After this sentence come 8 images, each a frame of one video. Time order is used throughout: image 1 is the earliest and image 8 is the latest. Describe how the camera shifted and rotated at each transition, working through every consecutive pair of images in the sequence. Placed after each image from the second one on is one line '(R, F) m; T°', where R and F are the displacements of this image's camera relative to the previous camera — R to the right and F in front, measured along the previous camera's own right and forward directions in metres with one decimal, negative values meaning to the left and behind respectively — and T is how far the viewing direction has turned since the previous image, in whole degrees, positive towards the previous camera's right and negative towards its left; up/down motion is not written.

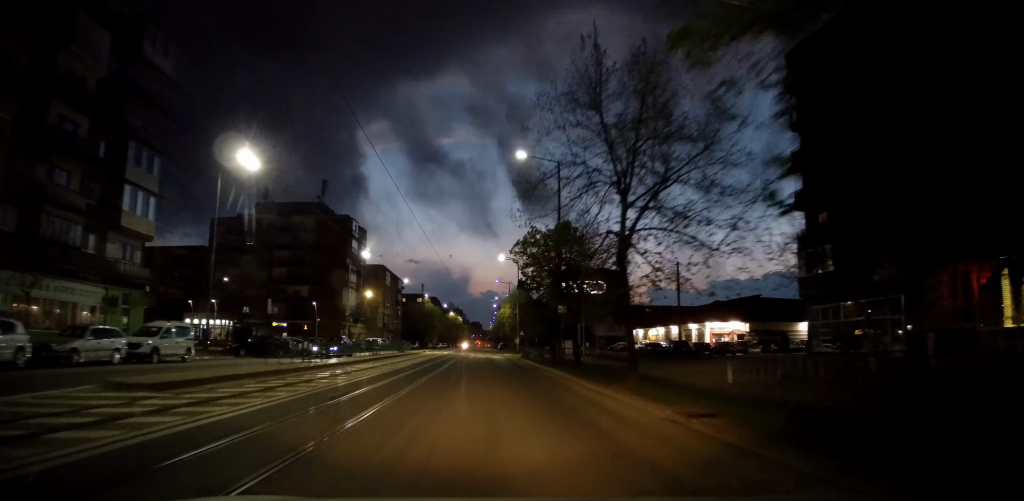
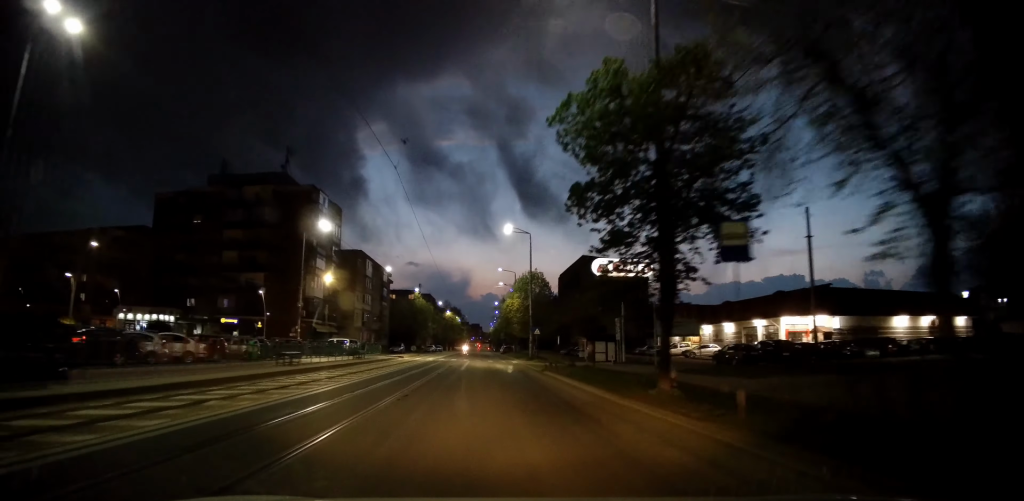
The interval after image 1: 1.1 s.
(+0.5, +18.2) m; 0°
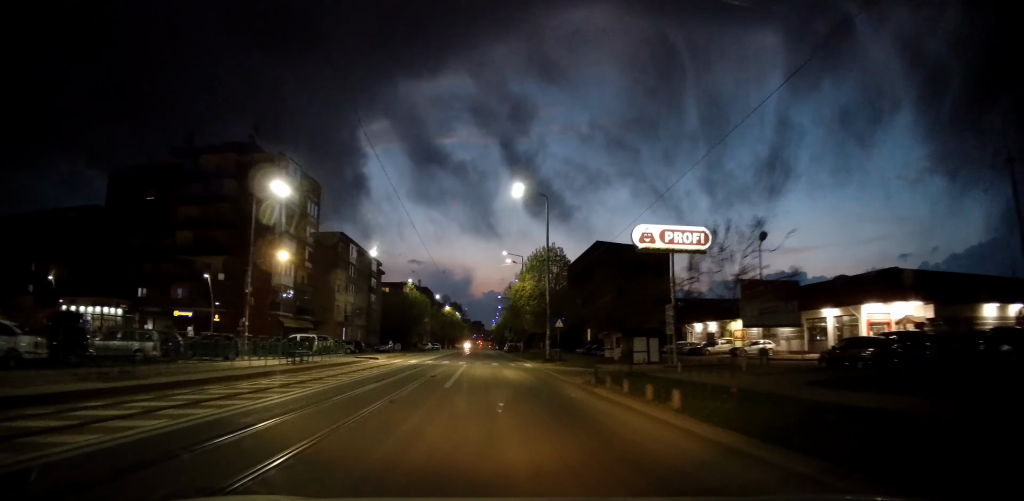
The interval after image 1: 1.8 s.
(-0.3, +12.0) m; -1°
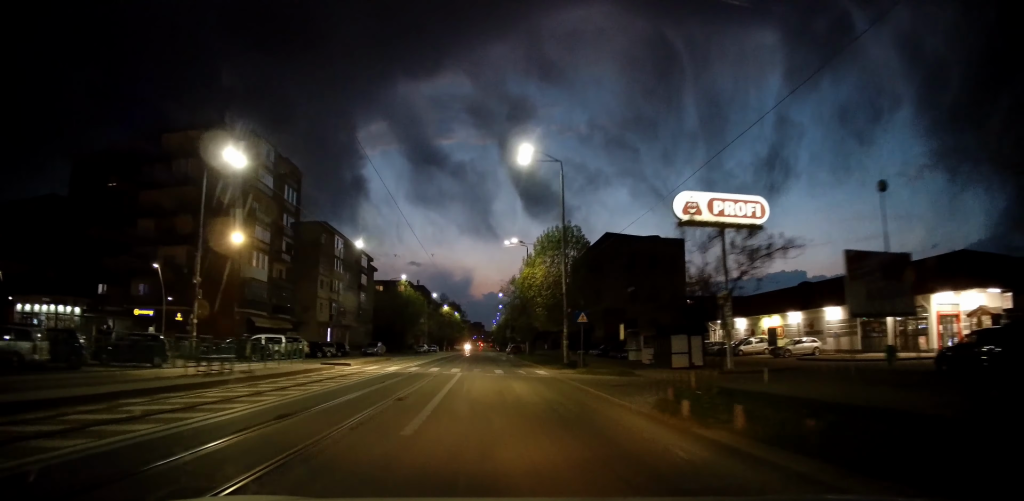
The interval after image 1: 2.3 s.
(0.0, +7.6) m; 0°
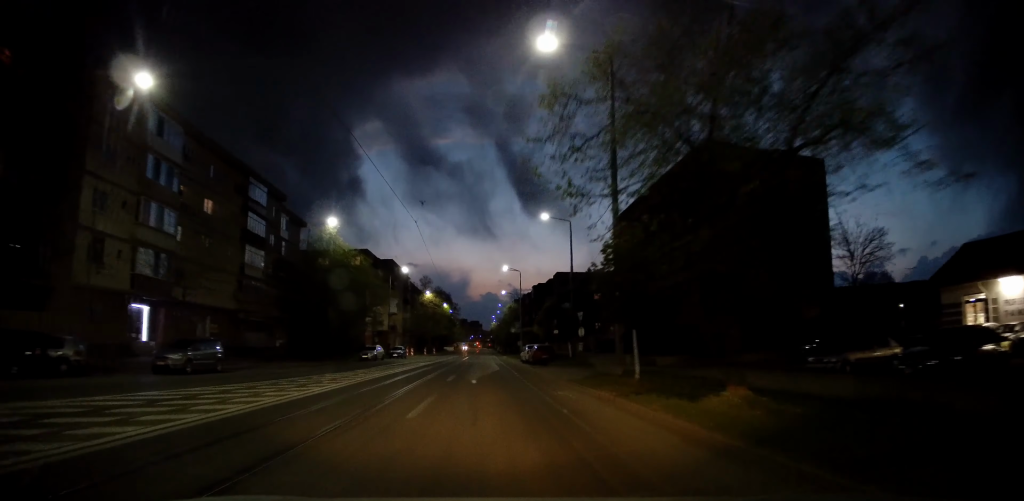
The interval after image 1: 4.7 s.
(+0.6, +40.0) m; 0°
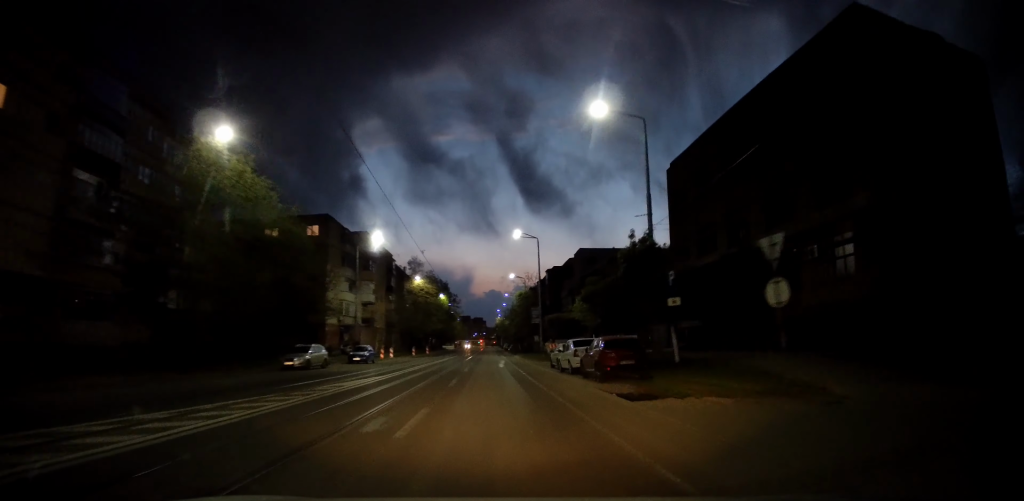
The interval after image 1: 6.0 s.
(-0.3, +21.8) m; +1°
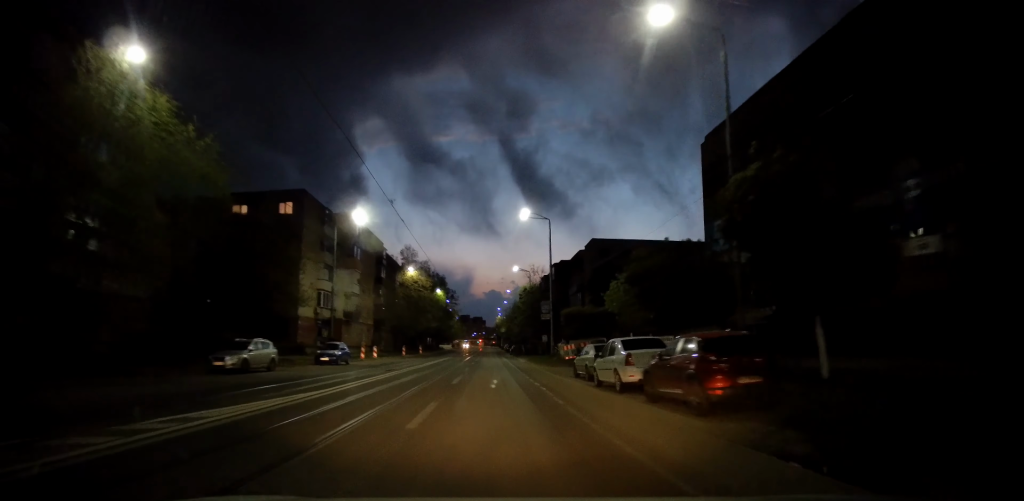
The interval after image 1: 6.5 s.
(+0.2, +8.5) m; 0°
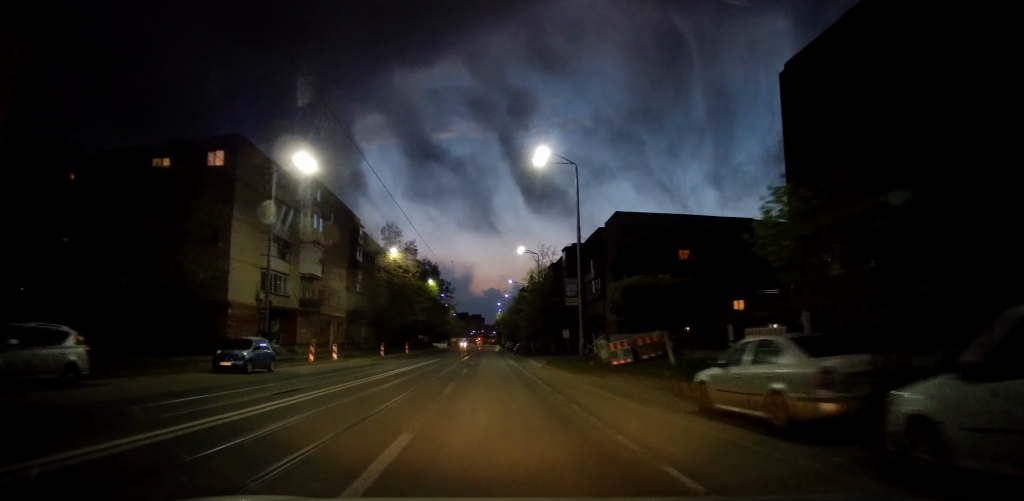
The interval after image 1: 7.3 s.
(+0.1, +13.7) m; 0°
